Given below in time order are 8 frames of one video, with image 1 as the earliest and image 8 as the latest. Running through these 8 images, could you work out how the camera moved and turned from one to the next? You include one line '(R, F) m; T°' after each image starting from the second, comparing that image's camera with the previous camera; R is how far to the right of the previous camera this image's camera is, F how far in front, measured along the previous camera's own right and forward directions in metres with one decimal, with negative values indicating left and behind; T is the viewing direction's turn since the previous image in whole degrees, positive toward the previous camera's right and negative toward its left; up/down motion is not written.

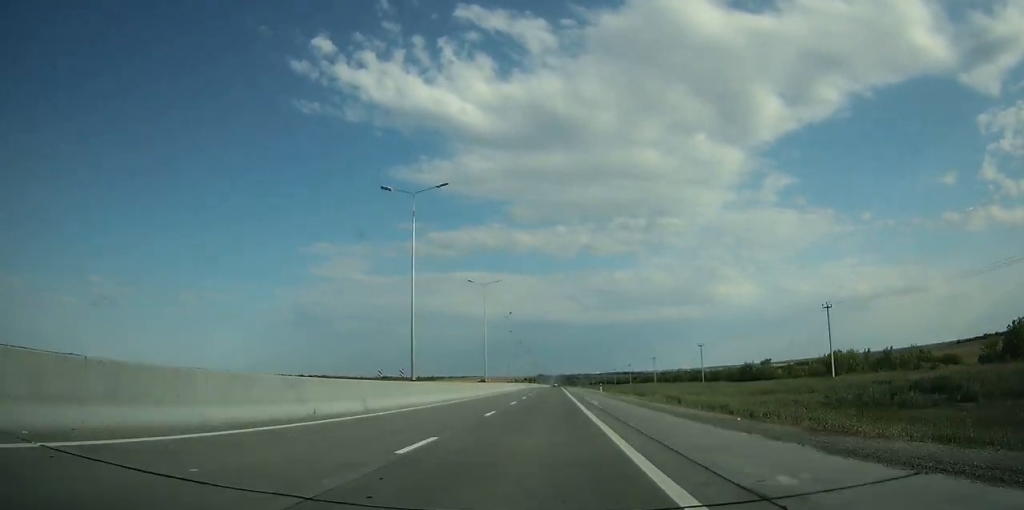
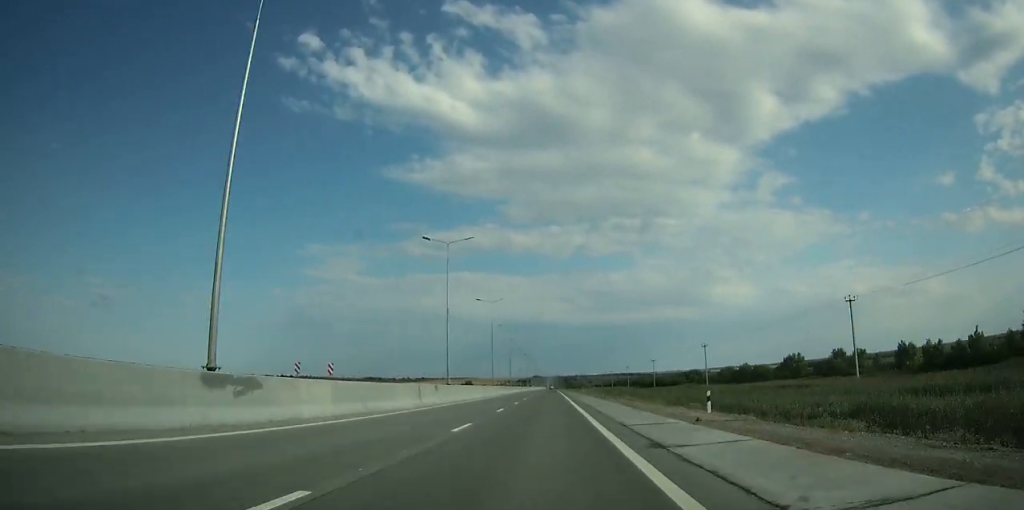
(+0.1, +125.5) m; 0°
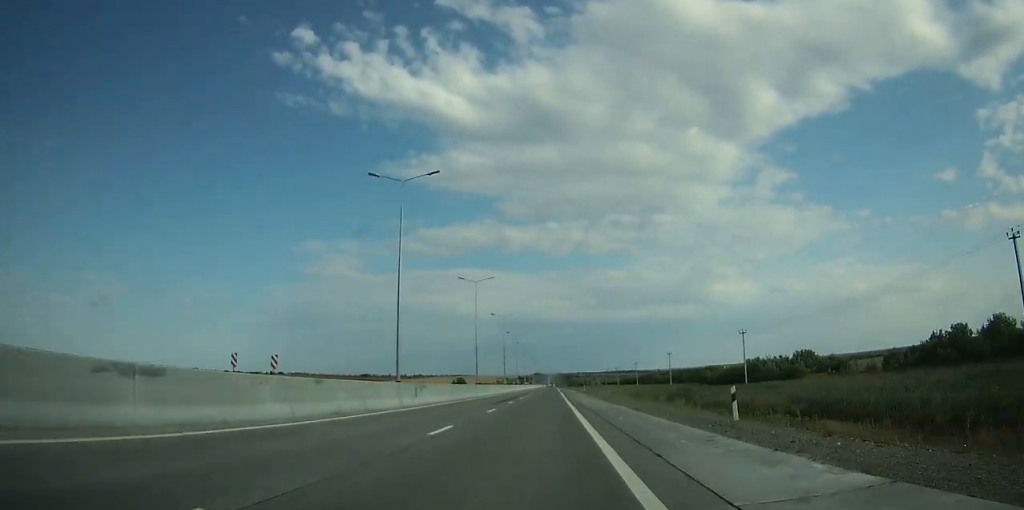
(-0.2, +83.3) m; 0°
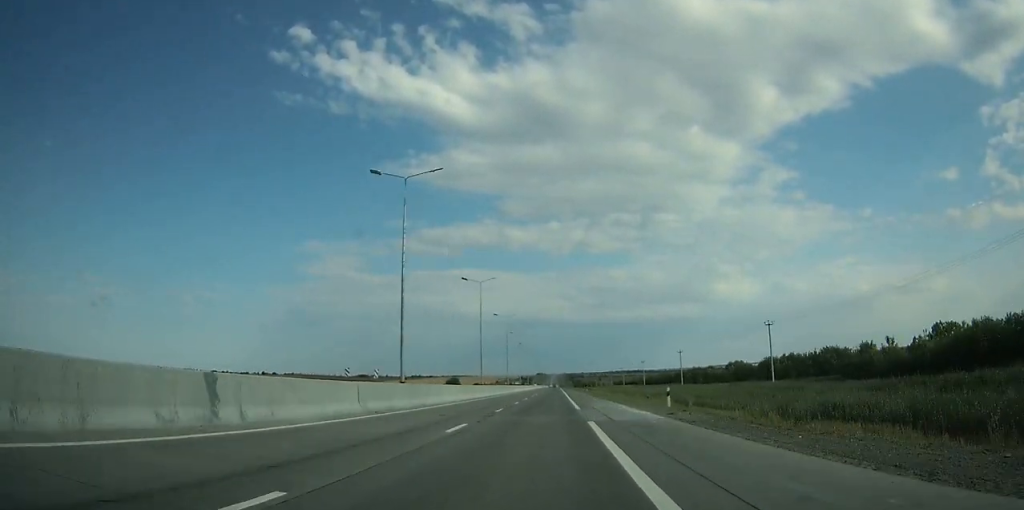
(0.0, +72.6) m; 0°
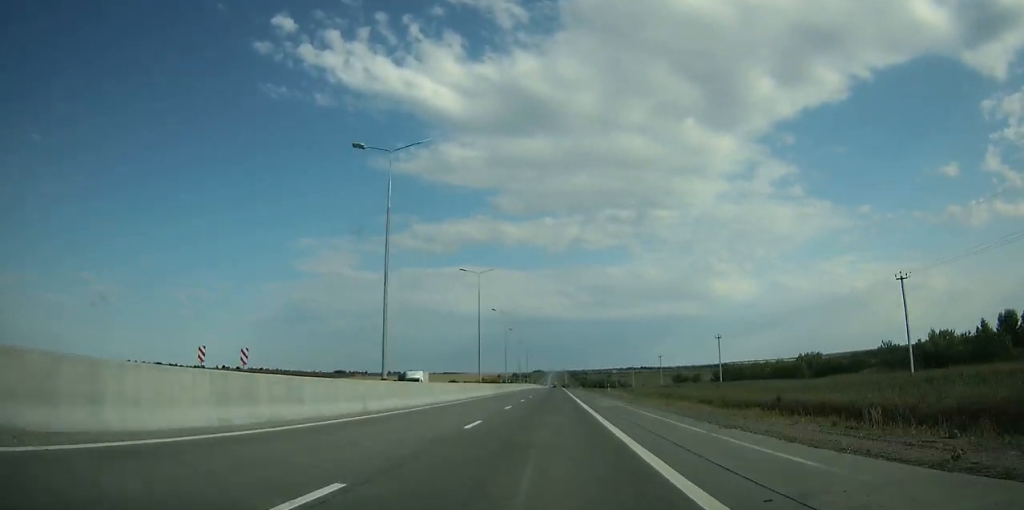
(0.0, +215.7) m; 0°
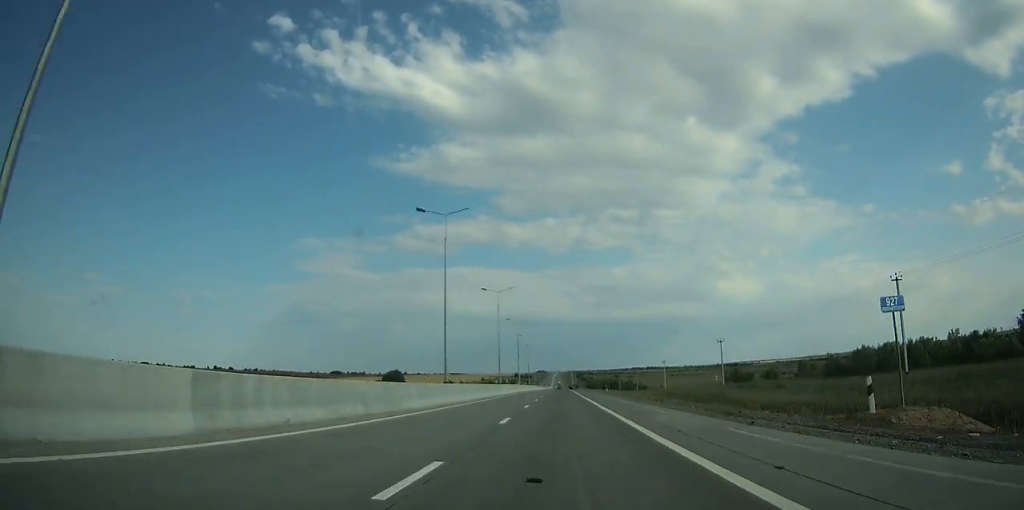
(-0.1, +55.7) m; 0°
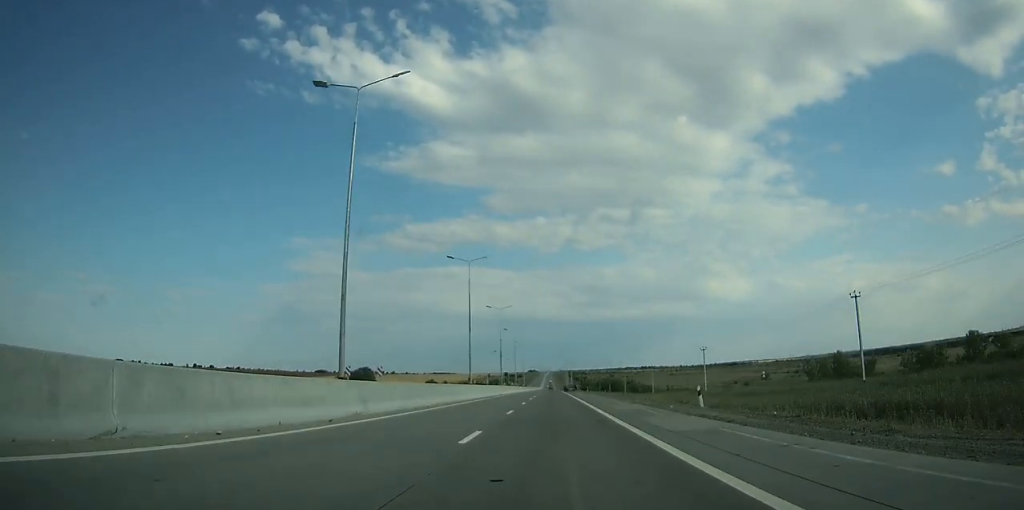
(+0.2, +52.0) m; 0°
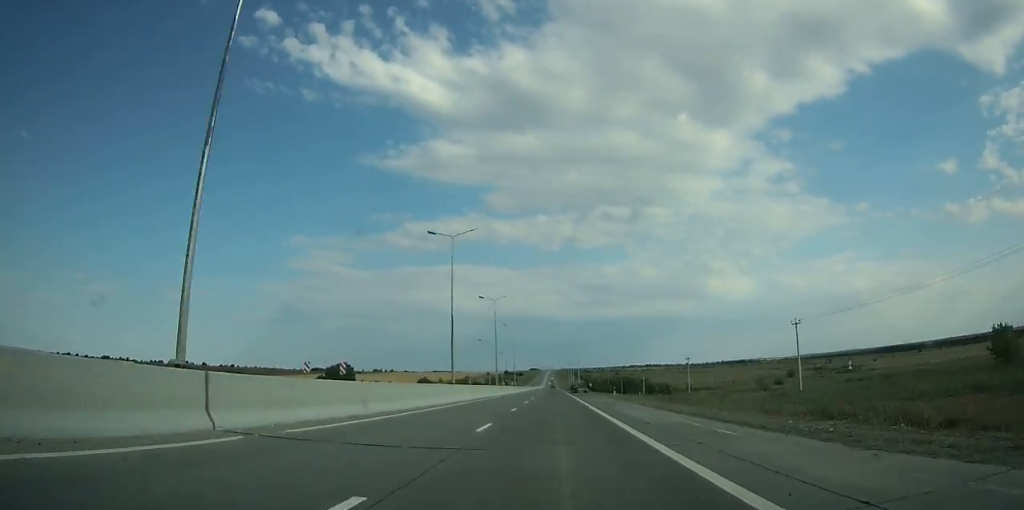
(+0.2, +43.7) m; 0°
